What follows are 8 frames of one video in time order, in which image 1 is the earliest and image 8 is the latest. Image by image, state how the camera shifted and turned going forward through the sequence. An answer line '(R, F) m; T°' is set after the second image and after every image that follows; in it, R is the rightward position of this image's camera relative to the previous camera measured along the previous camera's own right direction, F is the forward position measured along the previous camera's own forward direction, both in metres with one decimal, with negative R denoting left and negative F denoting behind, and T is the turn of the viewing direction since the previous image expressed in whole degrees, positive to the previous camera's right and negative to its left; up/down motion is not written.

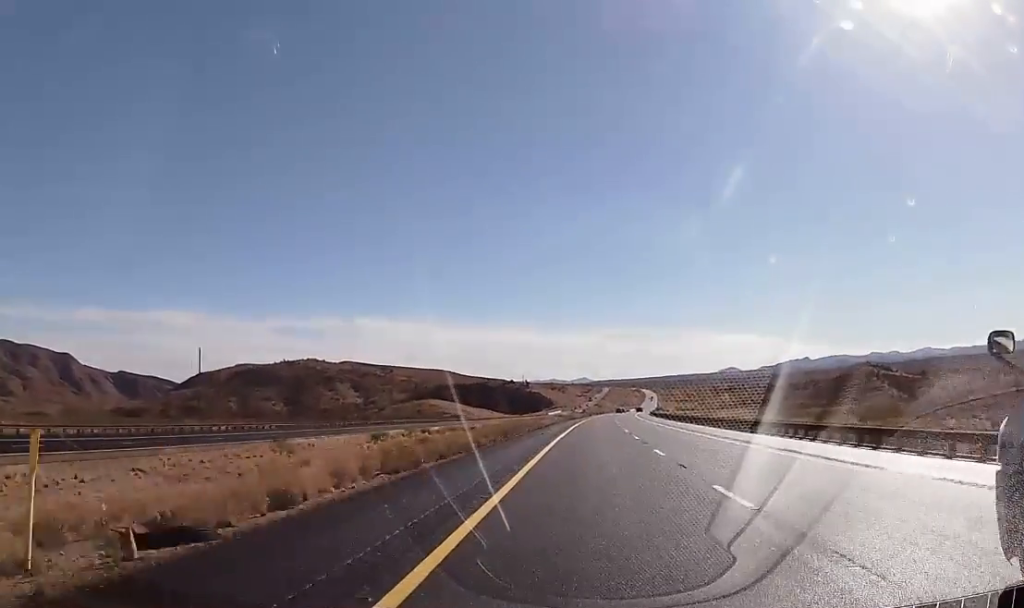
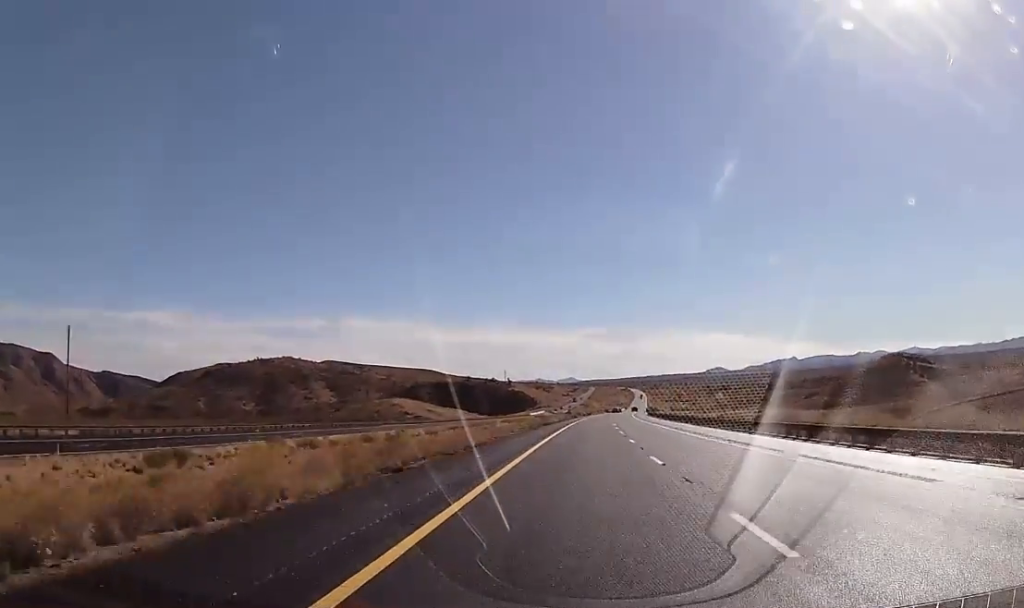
(+0.5, +40.5) m; +1°
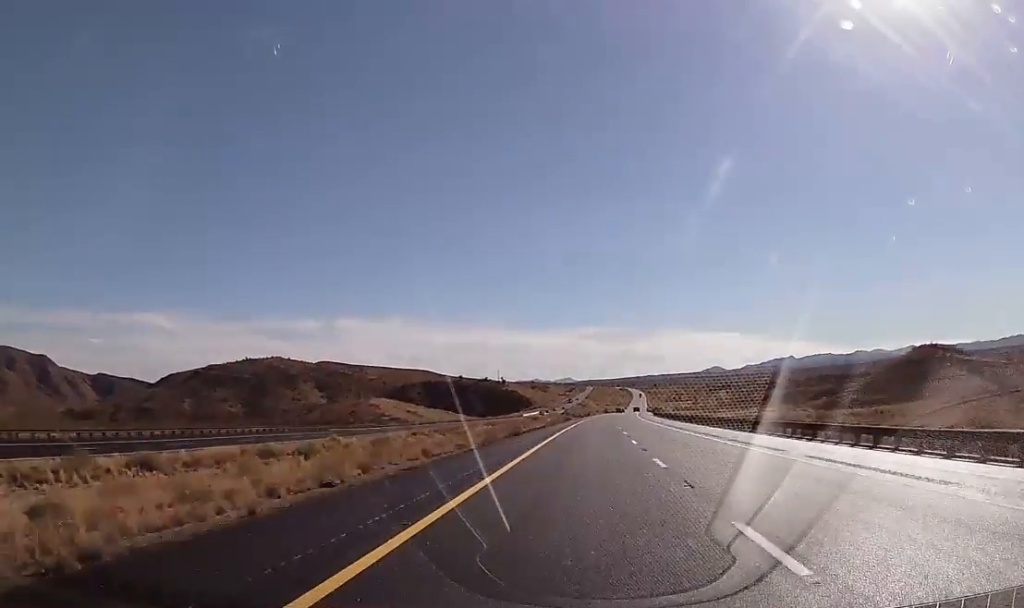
(+0.2, +25.4) m; 0°
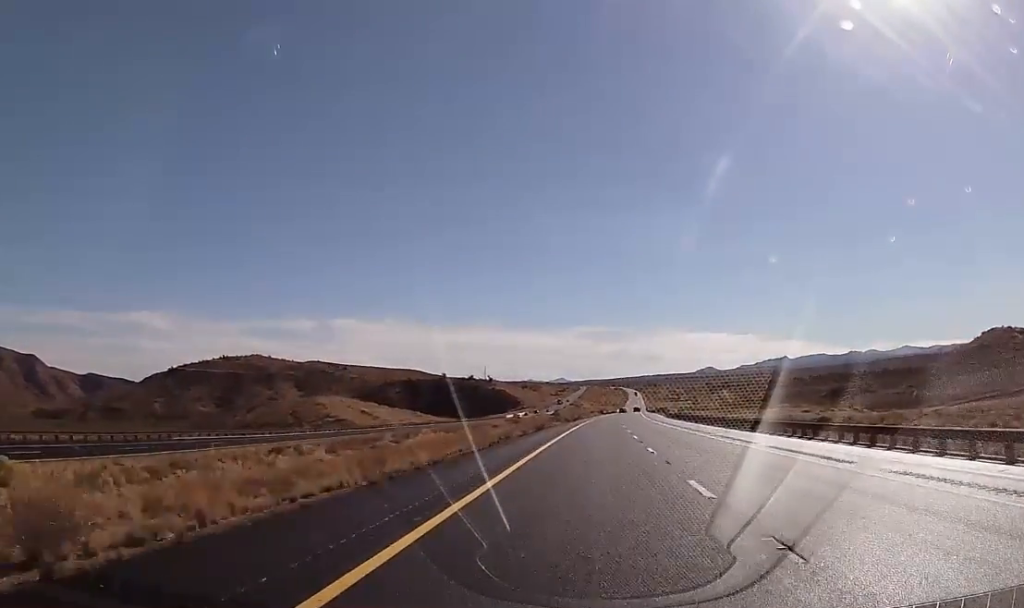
(-0.1, +43.1) m; 0°
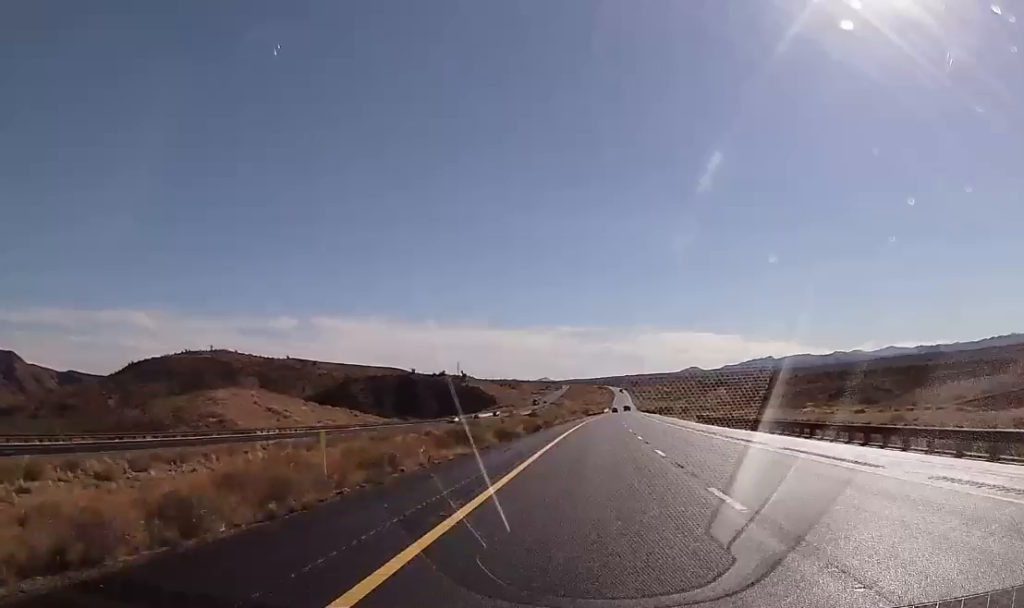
(+0.9, +50.6) m; +2°
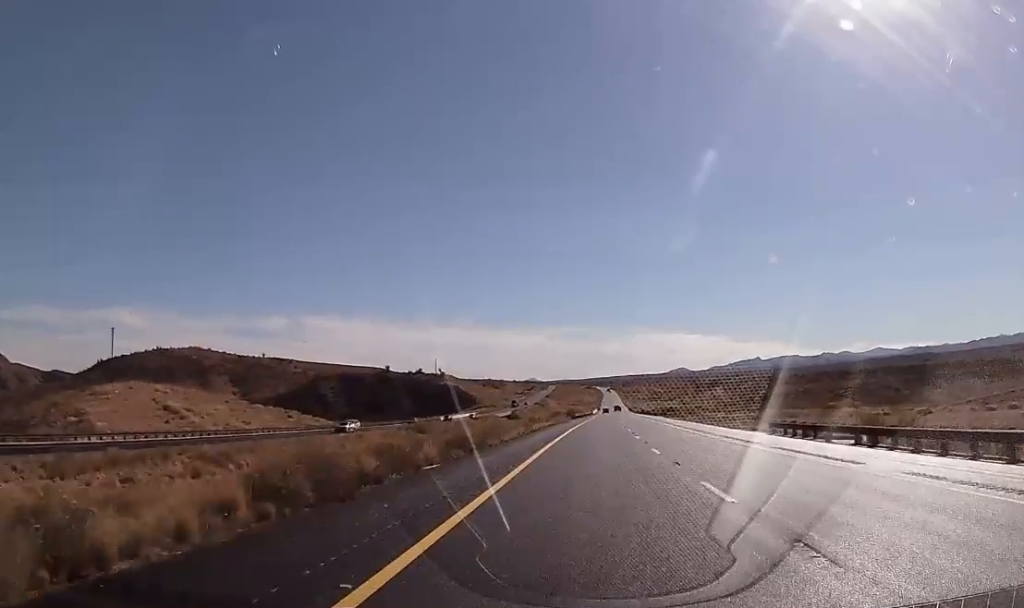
(+0.4, +35.6) m; 0°
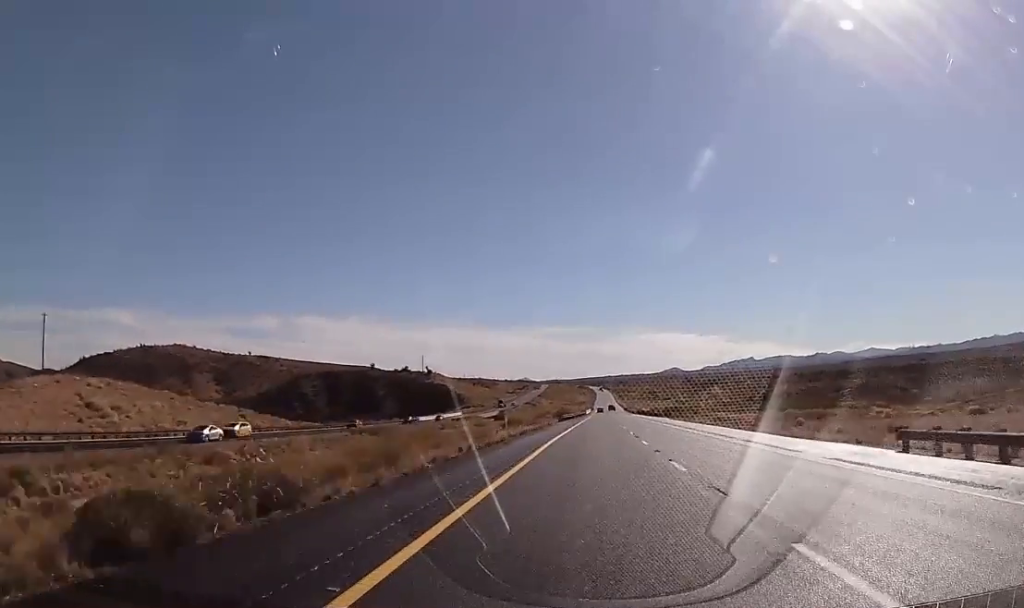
(-0.2, +19.1) m; 0°
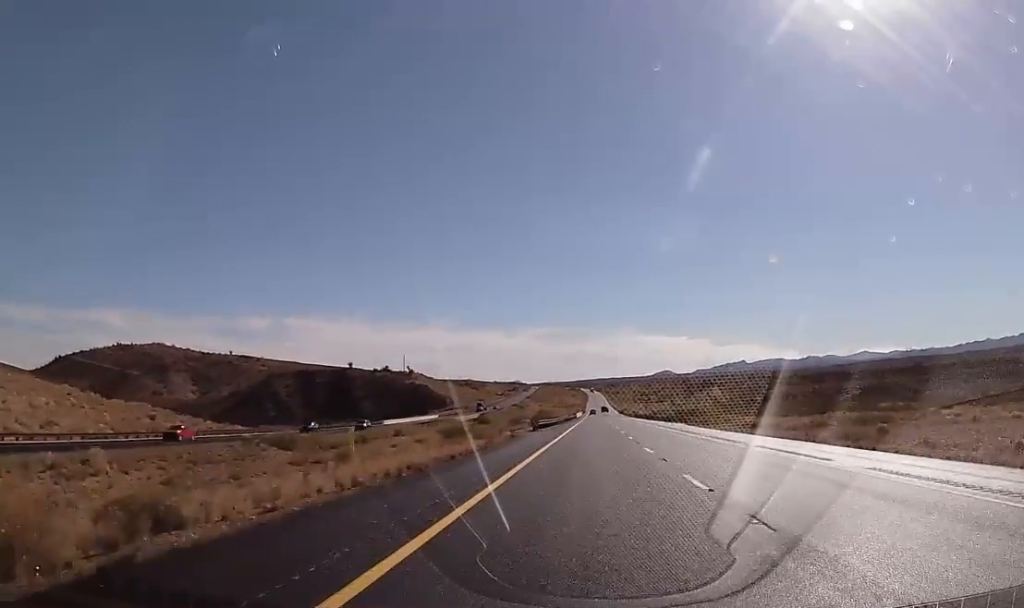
(-0.3, +28.0) m; +1°
